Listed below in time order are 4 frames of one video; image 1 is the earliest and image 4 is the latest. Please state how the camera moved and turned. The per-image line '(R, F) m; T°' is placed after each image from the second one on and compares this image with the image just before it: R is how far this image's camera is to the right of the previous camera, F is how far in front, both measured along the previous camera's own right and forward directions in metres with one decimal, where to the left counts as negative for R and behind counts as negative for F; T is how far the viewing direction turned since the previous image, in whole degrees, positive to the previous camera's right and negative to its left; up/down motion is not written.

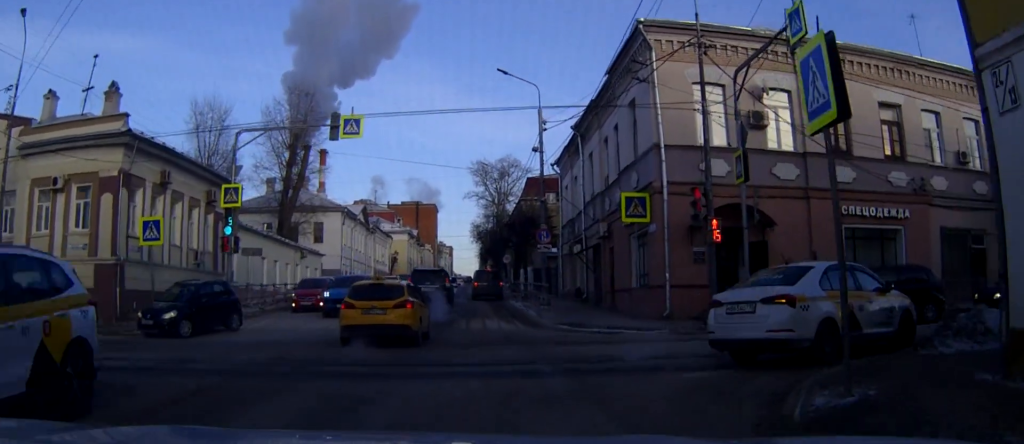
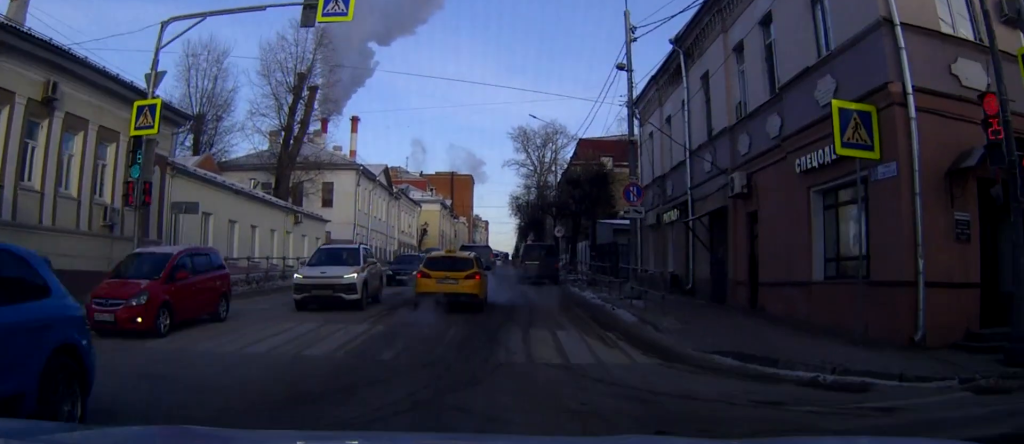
(-0.2, +10.7) m; -5°
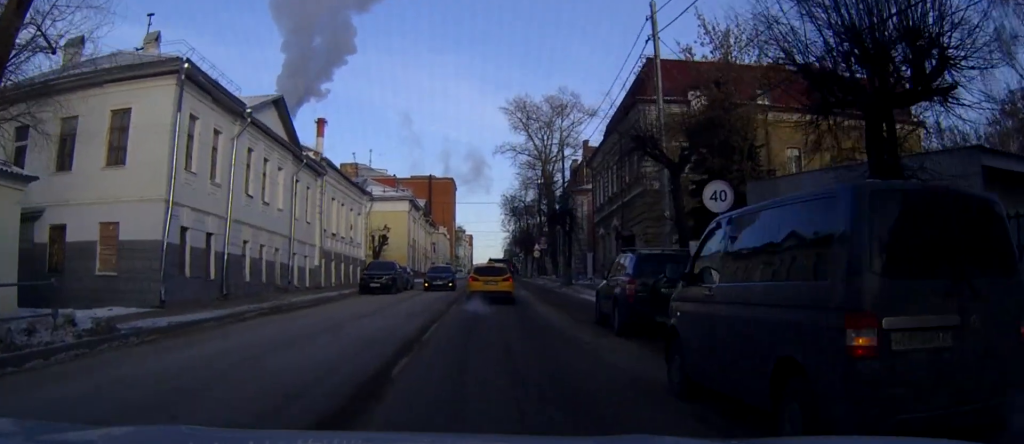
(+0.6, +31.4) m; +3°
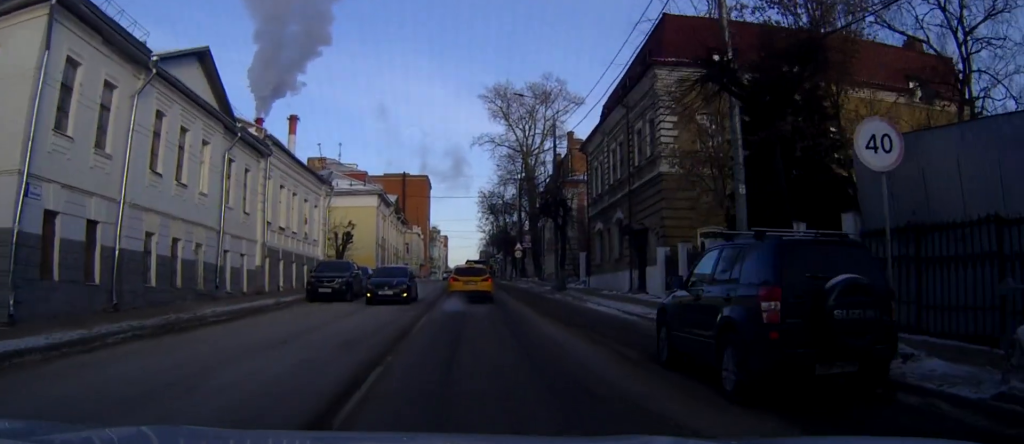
(0.0, +7.2) m; +1°
